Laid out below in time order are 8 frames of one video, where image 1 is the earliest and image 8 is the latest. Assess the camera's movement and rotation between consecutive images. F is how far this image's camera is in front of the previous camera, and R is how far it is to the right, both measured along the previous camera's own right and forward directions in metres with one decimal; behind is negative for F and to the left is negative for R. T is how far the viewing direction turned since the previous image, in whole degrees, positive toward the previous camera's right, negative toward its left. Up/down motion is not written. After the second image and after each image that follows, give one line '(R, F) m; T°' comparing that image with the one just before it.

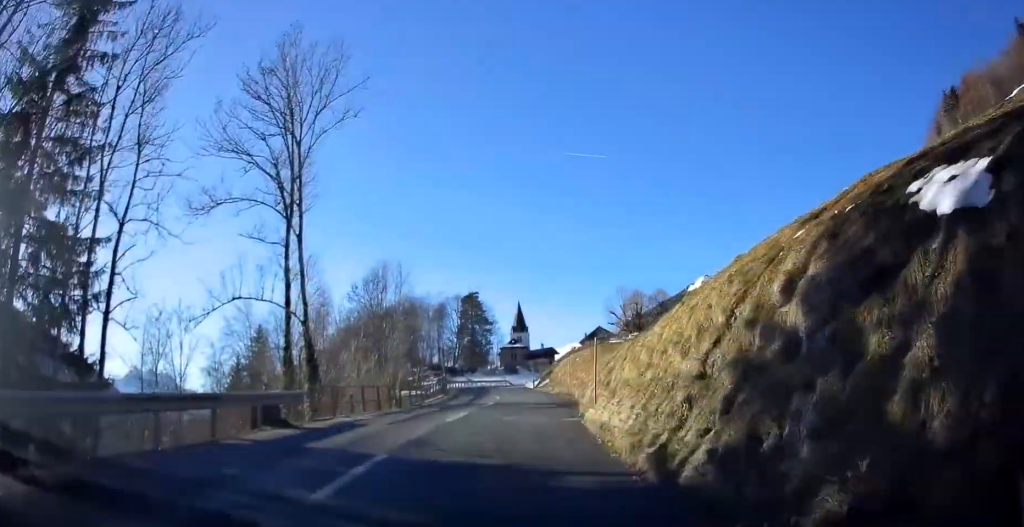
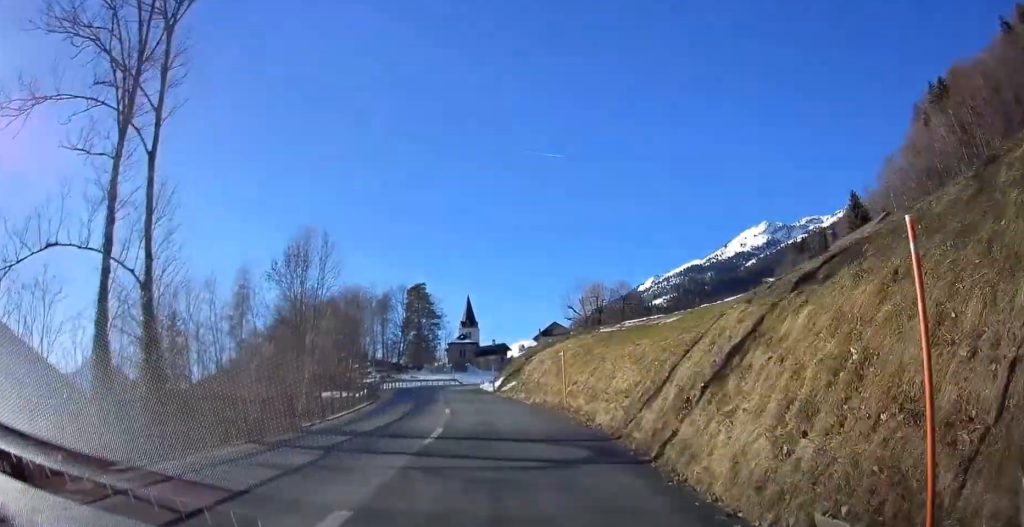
(+0.7, +12.1) m; +4°
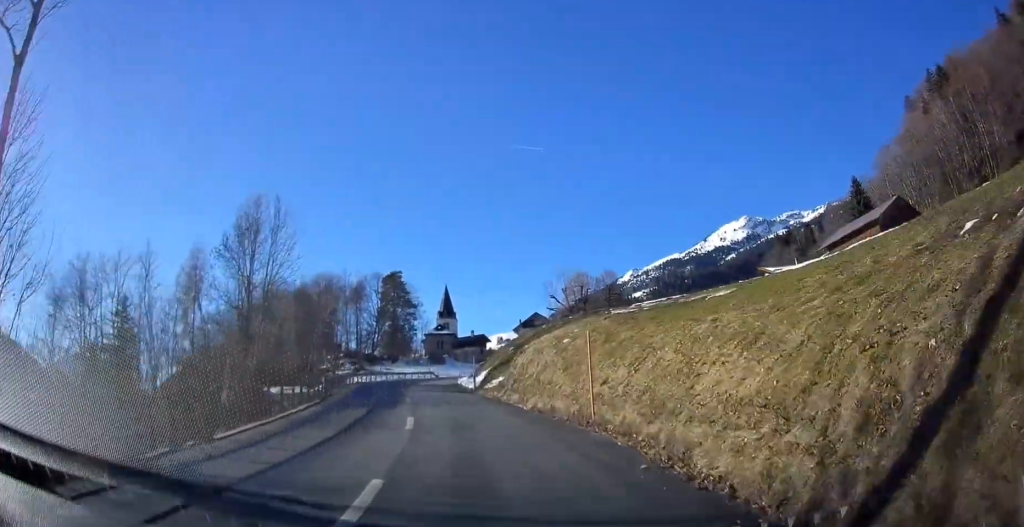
(+0.1, +6.9) m; 0°
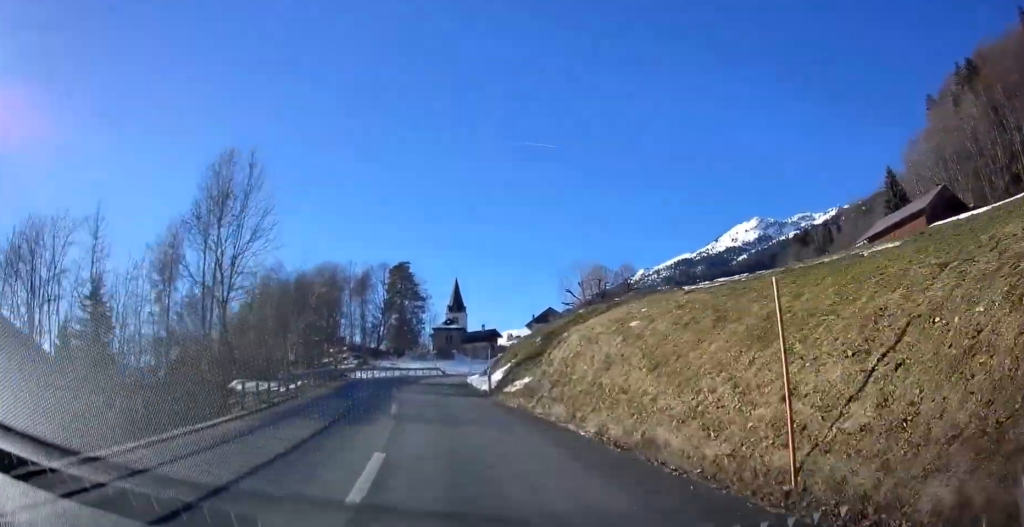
(+0.1, +7.3) m; 0°
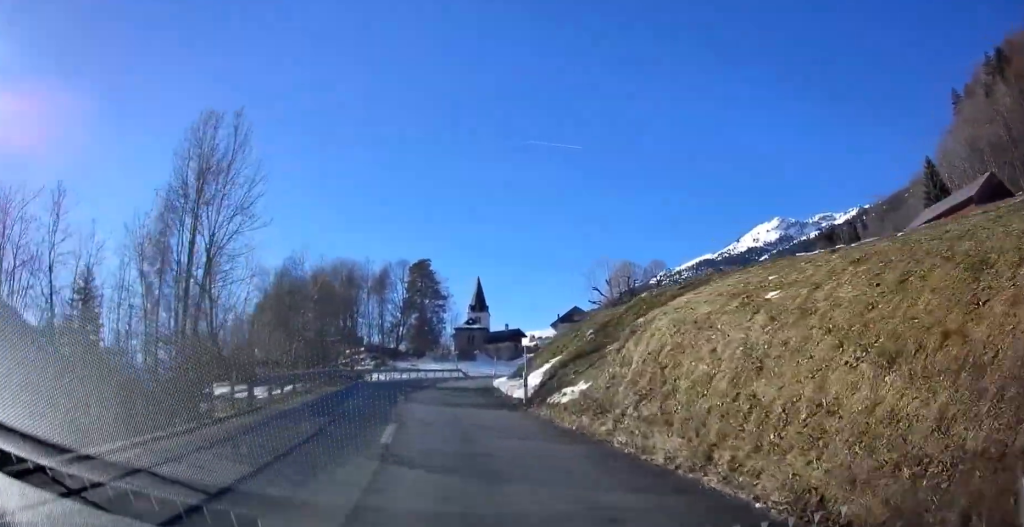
(0.0, +5.5) m; -1°
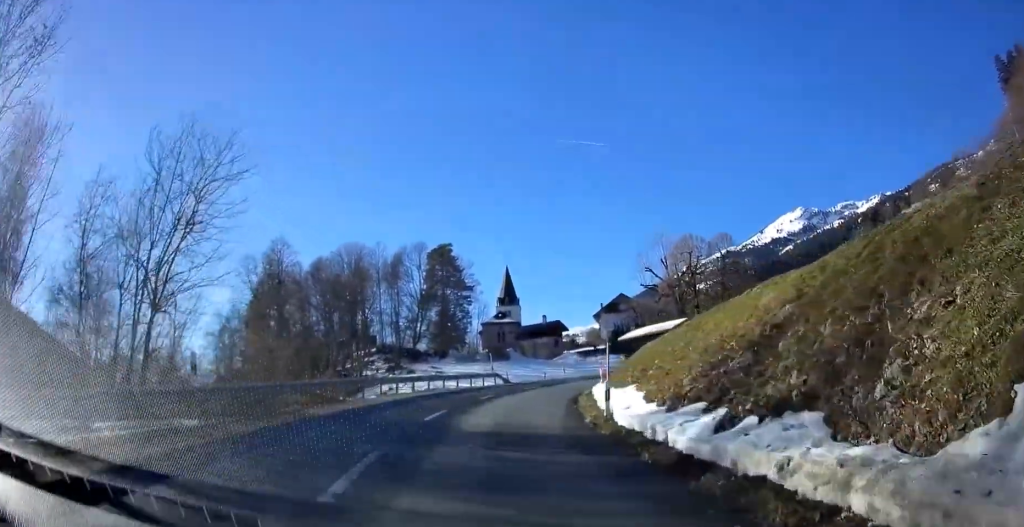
(-0.4, +21.6) m; -1°
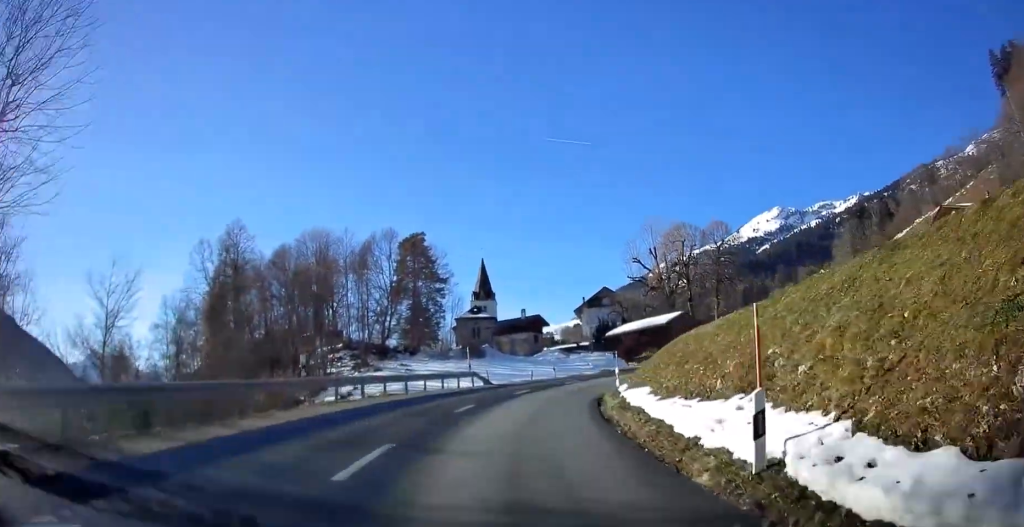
(-0.1, +8.2) m; +2°
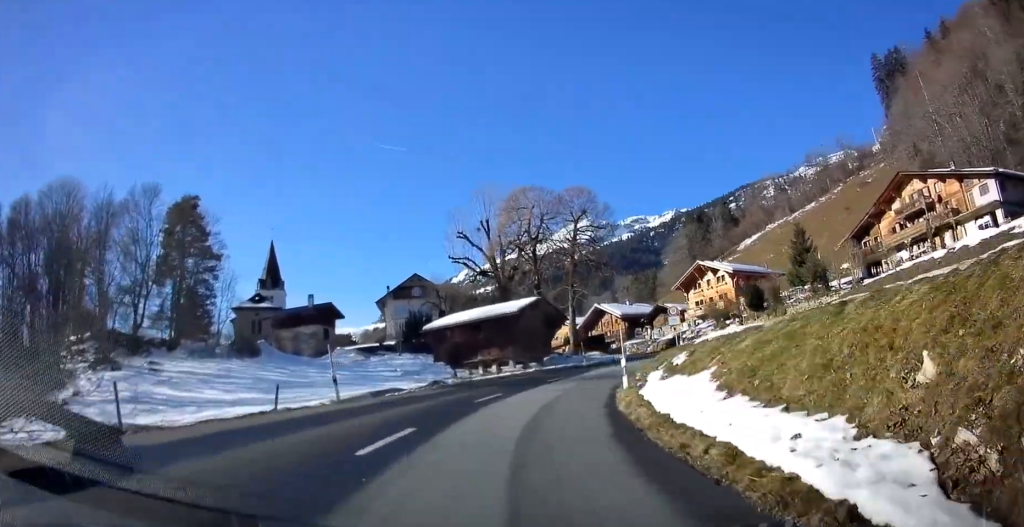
(+2.8, +24.3) m; +15°
